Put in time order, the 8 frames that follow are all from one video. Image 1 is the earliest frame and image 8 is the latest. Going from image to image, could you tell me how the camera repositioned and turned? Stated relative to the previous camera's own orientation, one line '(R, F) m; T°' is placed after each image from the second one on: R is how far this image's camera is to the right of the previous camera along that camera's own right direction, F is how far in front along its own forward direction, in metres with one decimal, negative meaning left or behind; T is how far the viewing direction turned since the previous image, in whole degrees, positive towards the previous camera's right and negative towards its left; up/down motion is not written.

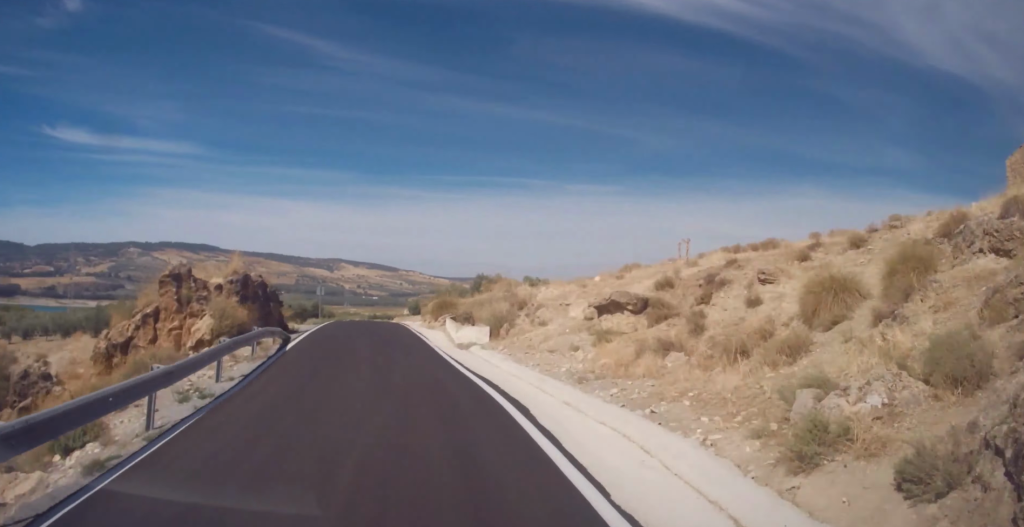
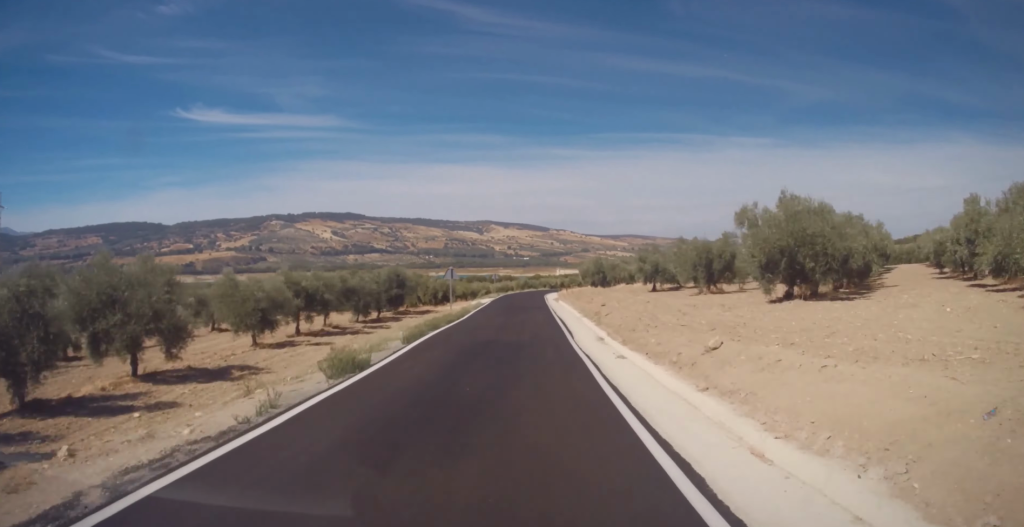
(-10.8, +47.2) m; -10°
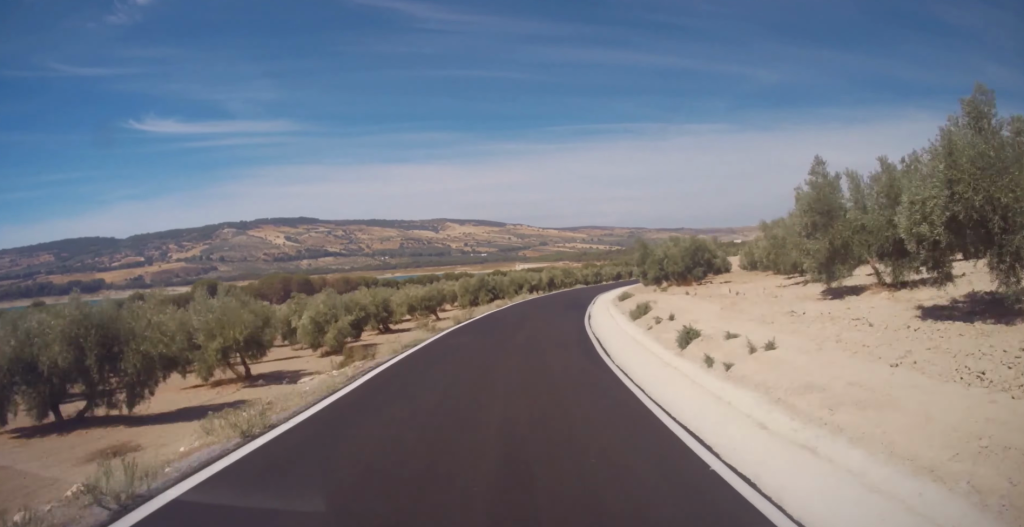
(+3.0, +72.4) m; +9°
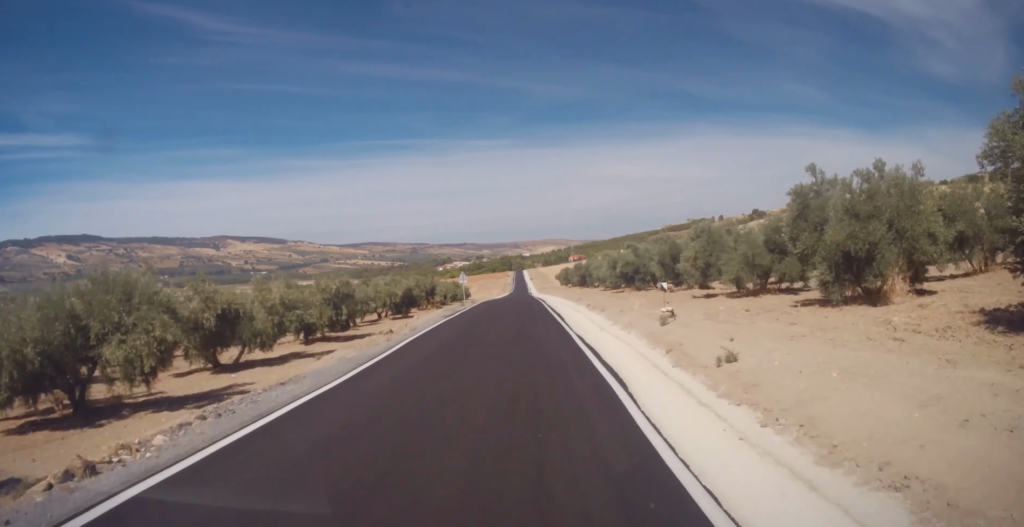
(+9.0, +77.8) m; +7°
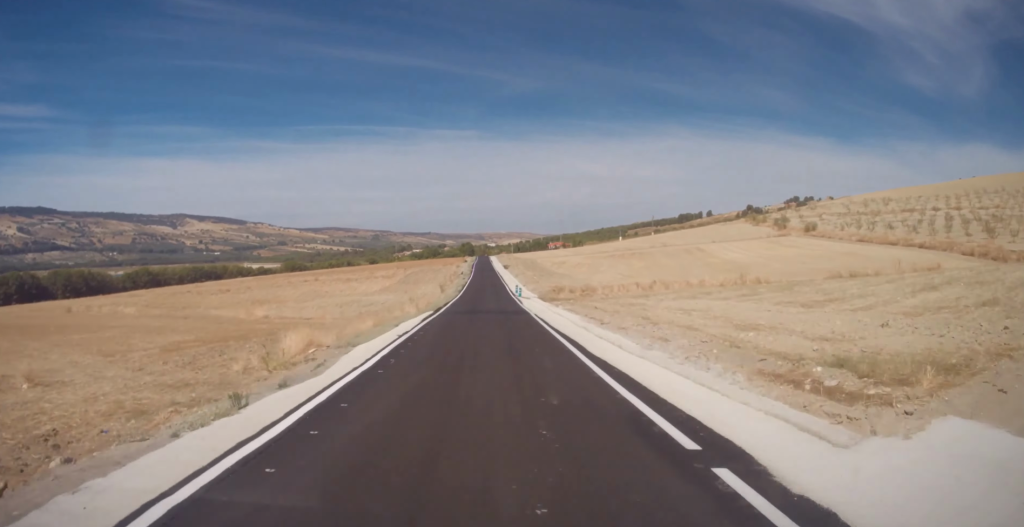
(+5.2, +134.0) m; +2°
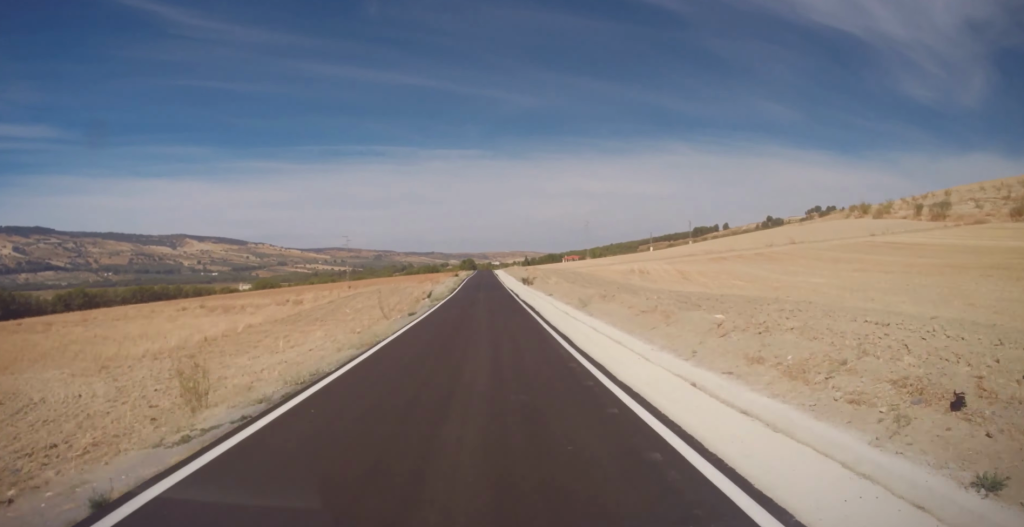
(+0.1, +59.3) m; 0°
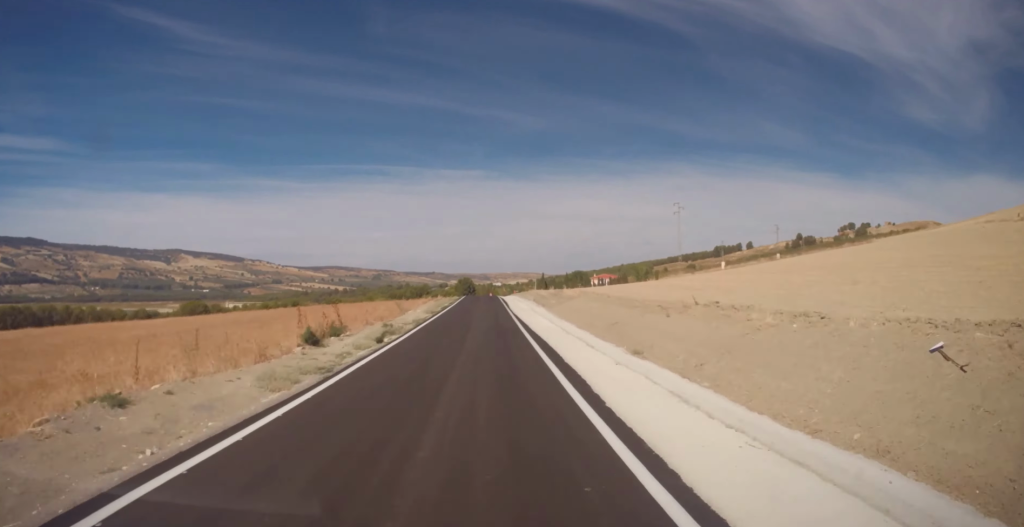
(-0.3, +91.5) m; -1°
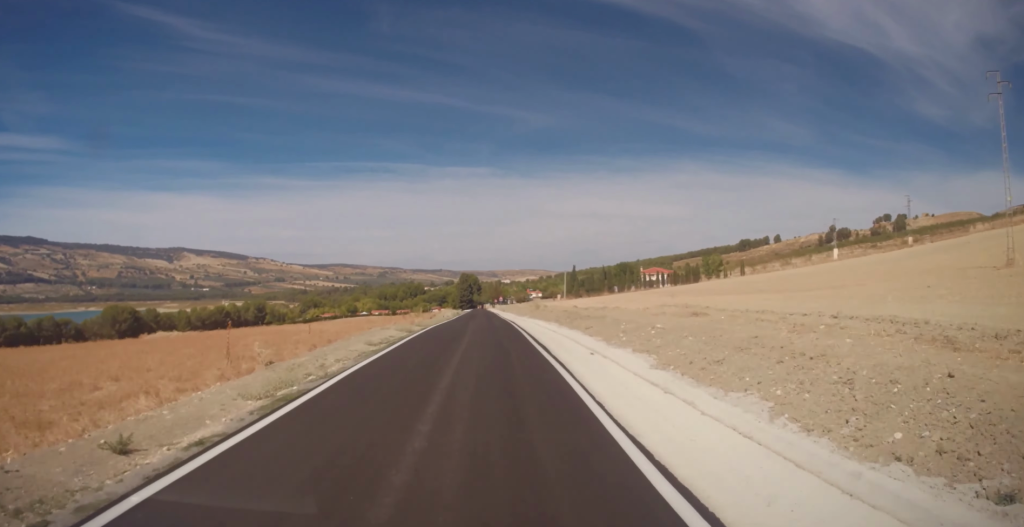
(-0.7, +69.1) m; -1°
